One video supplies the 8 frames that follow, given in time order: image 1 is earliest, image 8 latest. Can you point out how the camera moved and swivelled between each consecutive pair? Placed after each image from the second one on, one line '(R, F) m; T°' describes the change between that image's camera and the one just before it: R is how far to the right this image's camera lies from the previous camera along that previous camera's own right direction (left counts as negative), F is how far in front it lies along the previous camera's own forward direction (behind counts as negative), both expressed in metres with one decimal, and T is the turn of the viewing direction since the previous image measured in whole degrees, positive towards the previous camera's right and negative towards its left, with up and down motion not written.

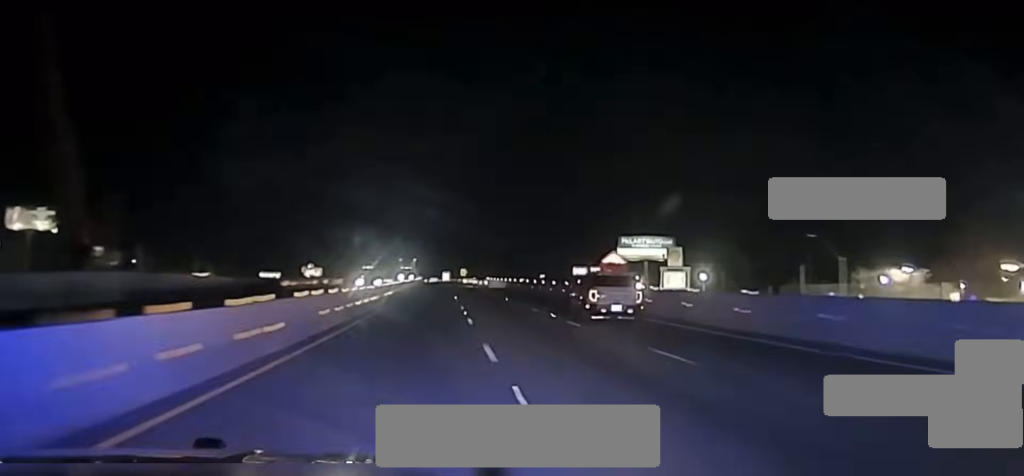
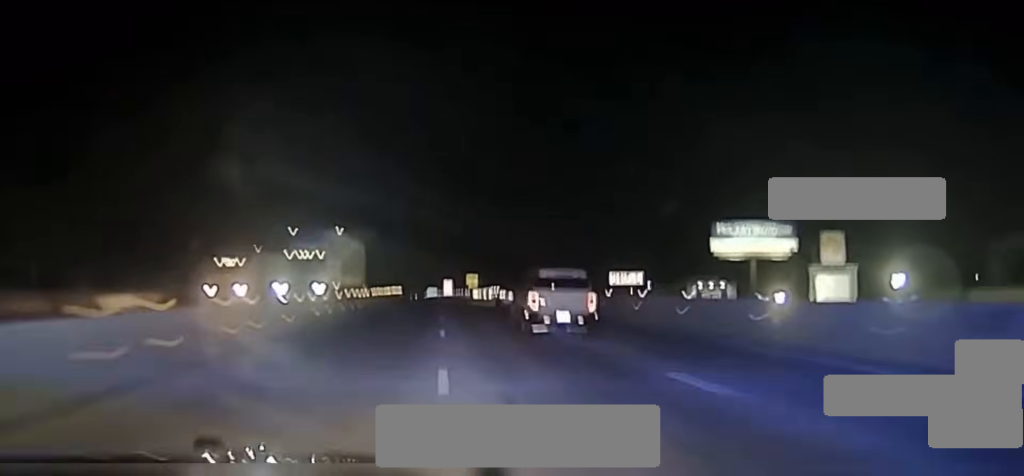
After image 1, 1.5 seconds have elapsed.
(+0.2, +77.2) m; -1°
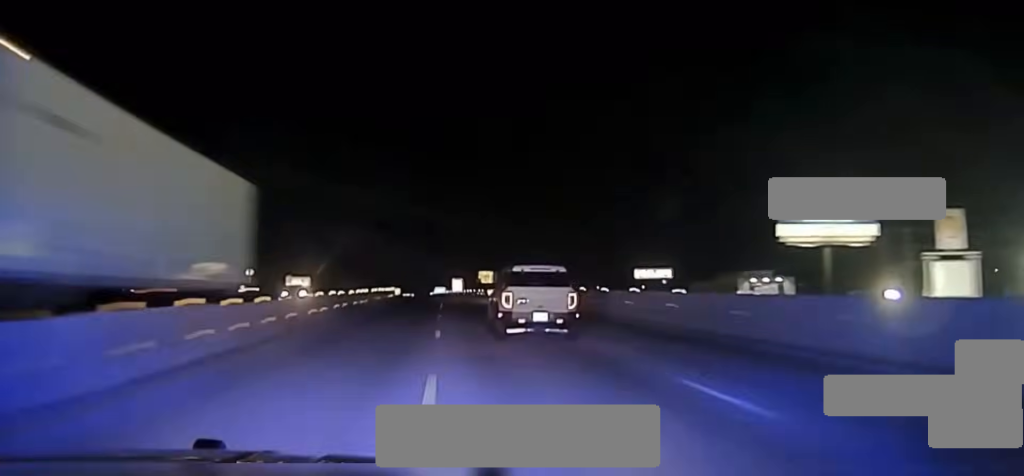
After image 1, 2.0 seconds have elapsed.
(-0.5, +25.8) m; -1°
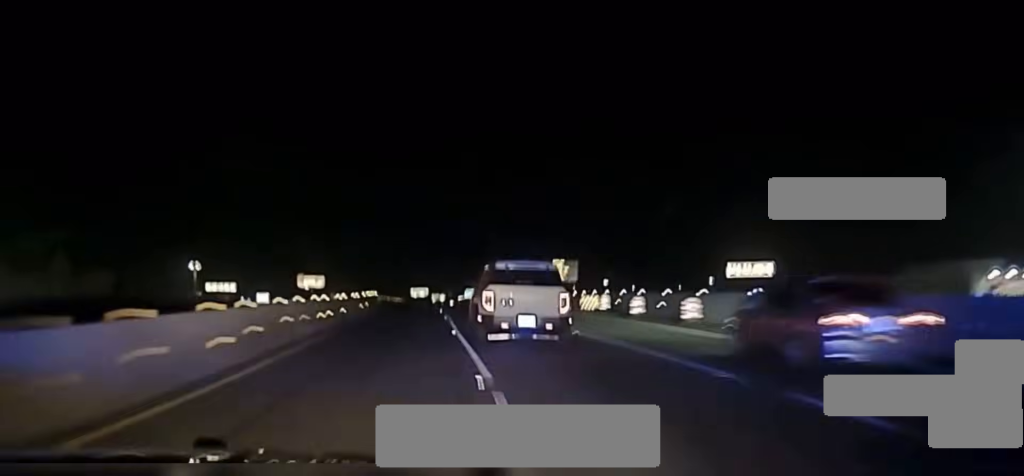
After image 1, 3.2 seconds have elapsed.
(-0.6, +61.9) m; -2°
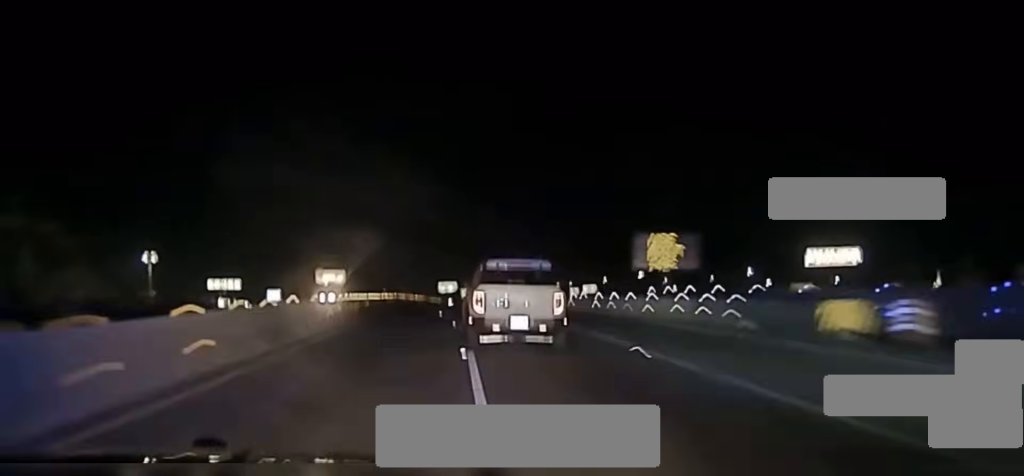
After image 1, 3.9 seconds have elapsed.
(-0.5, +31.9) m; -1°
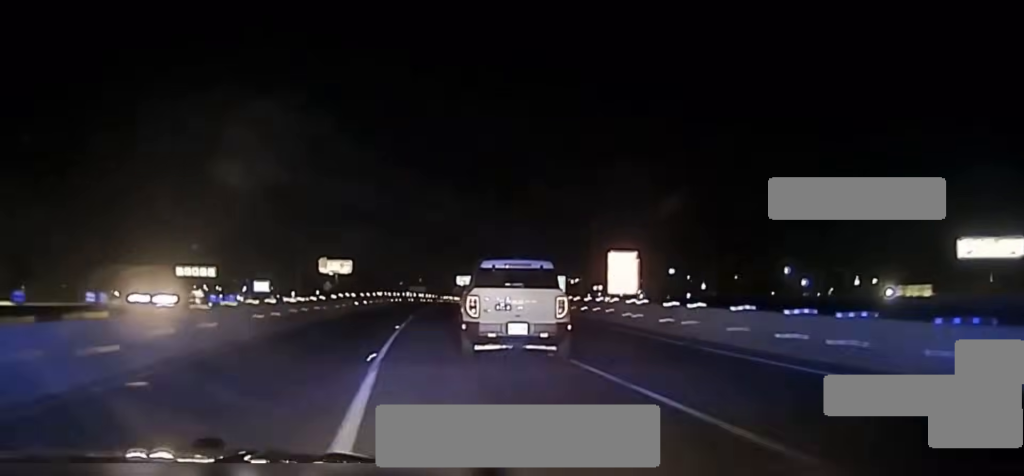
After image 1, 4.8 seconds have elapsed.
(-0.9, +48.2) m; 0°
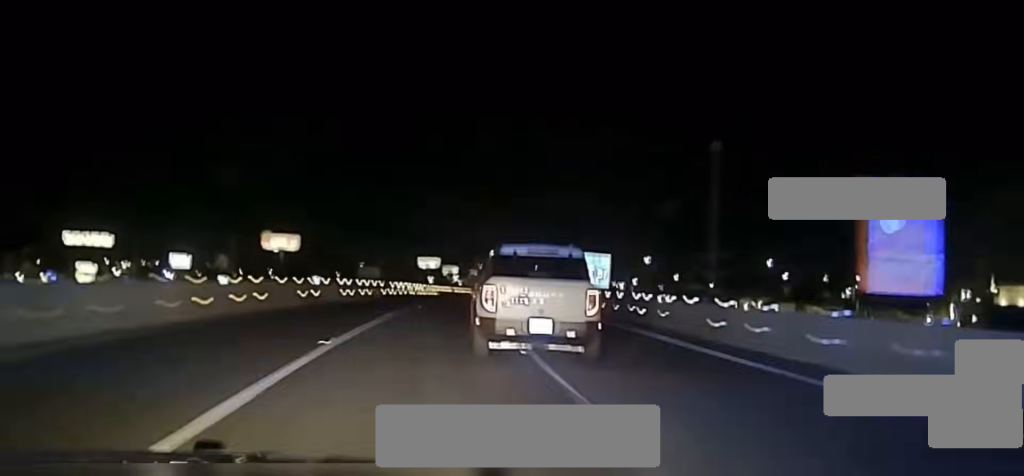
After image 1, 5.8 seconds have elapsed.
(+0.7, +49.7) m; +2°
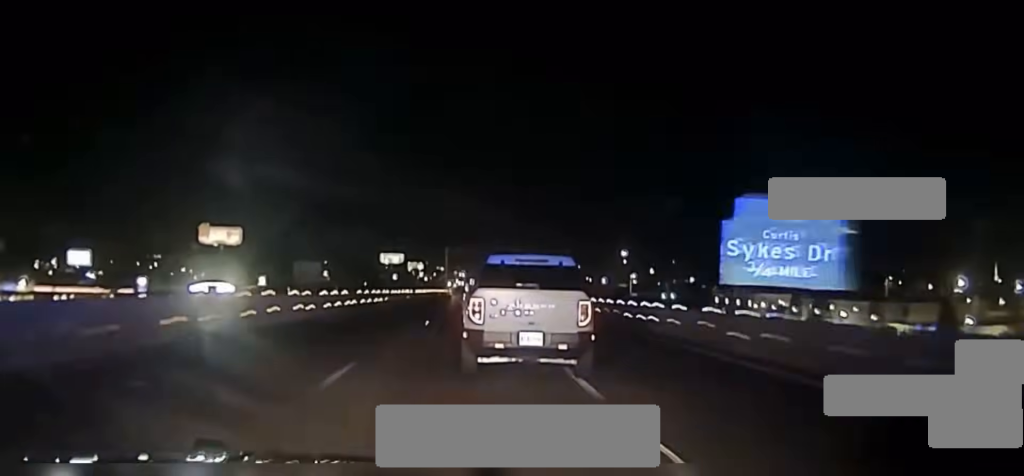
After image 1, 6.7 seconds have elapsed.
(+1.1, +43.5) m; +2°
